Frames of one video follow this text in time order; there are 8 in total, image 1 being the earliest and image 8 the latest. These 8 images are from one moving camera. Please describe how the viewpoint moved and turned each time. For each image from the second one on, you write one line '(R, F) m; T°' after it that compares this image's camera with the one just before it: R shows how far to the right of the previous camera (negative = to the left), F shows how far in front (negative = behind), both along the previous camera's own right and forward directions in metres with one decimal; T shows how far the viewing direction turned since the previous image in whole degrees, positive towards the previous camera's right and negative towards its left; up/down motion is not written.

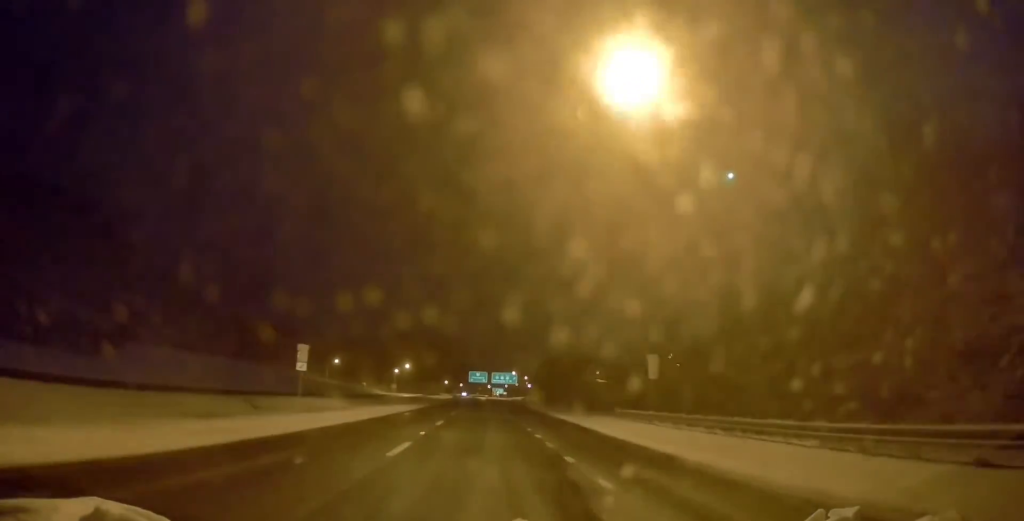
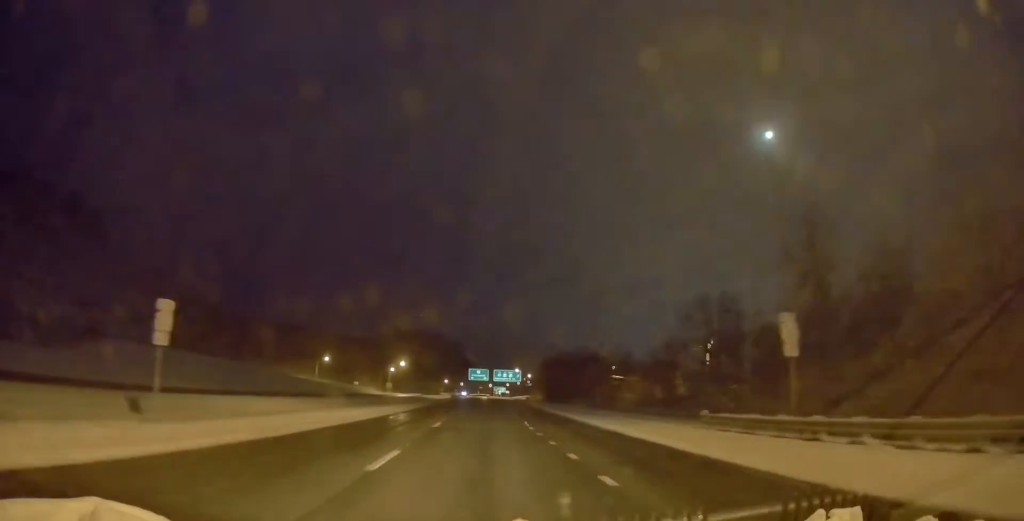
(+0.4, +14.8) m; 0°
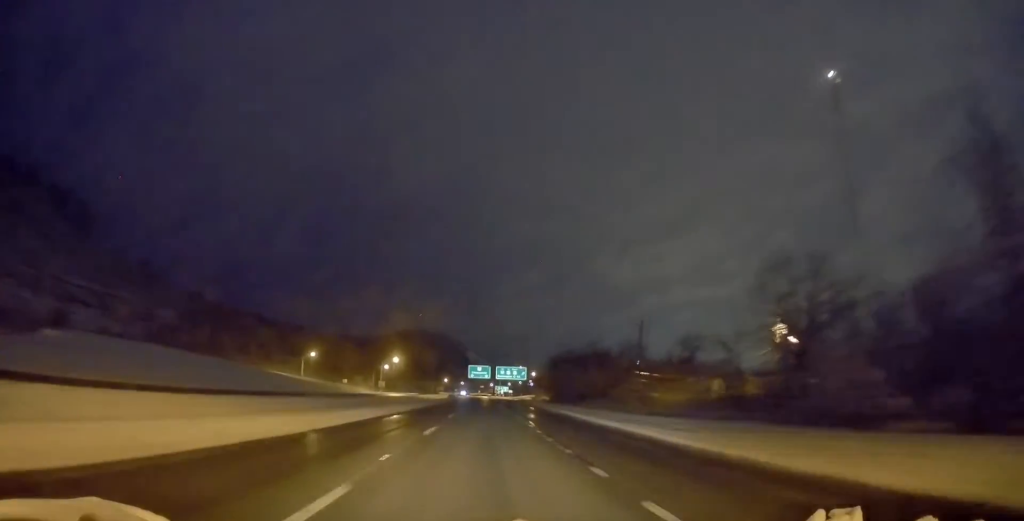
(-0.6, +18.2) m; -1°
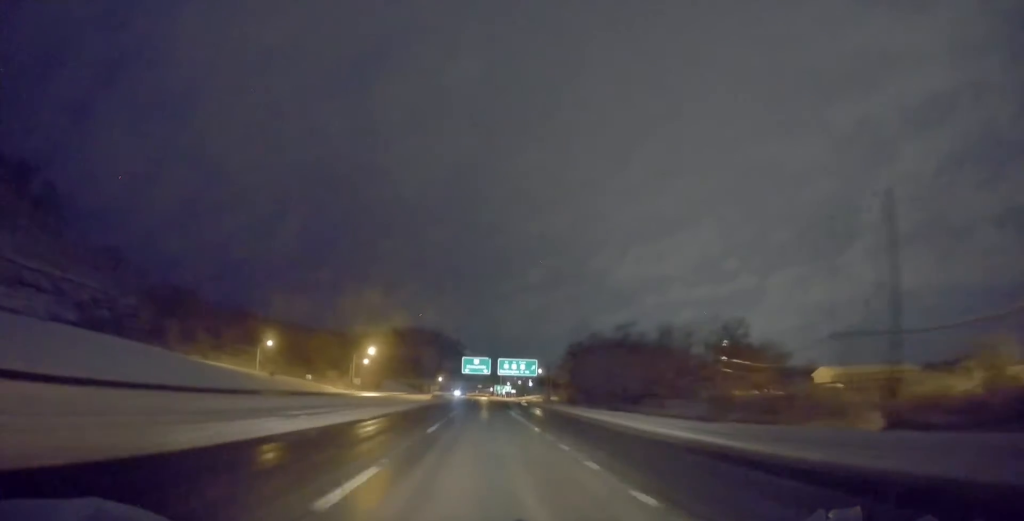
(-0.1, +35.5) m; 0°
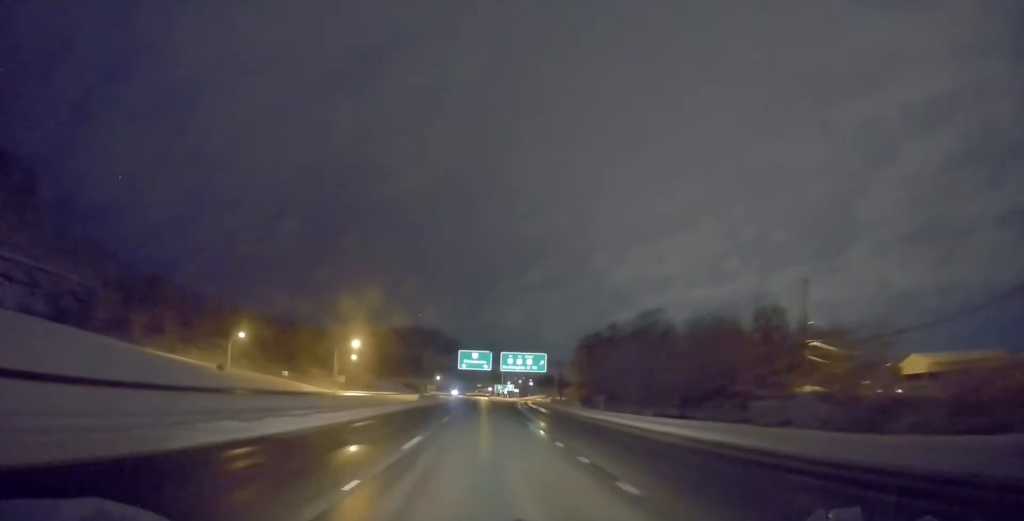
(+0.2, +17.4) m; 0°
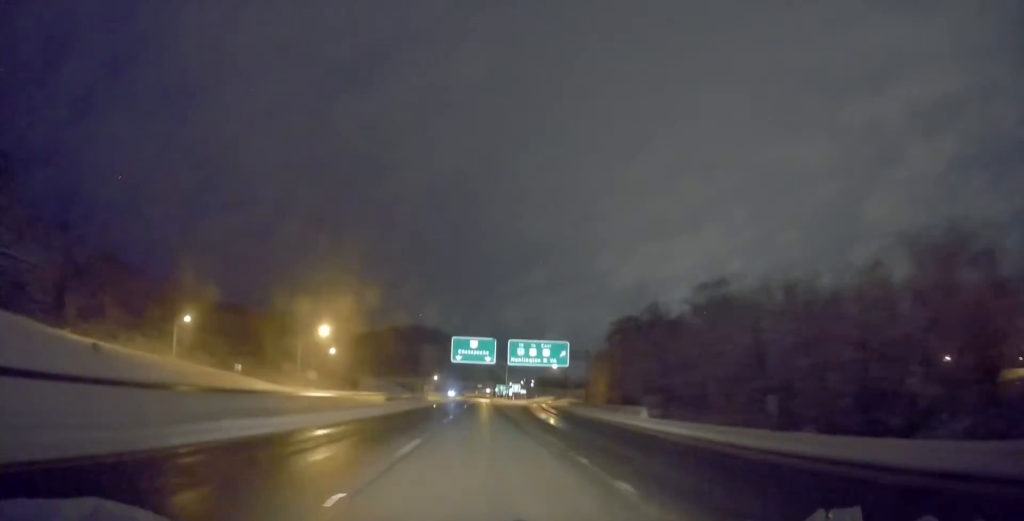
(-0.3, +25.6) m; +1°
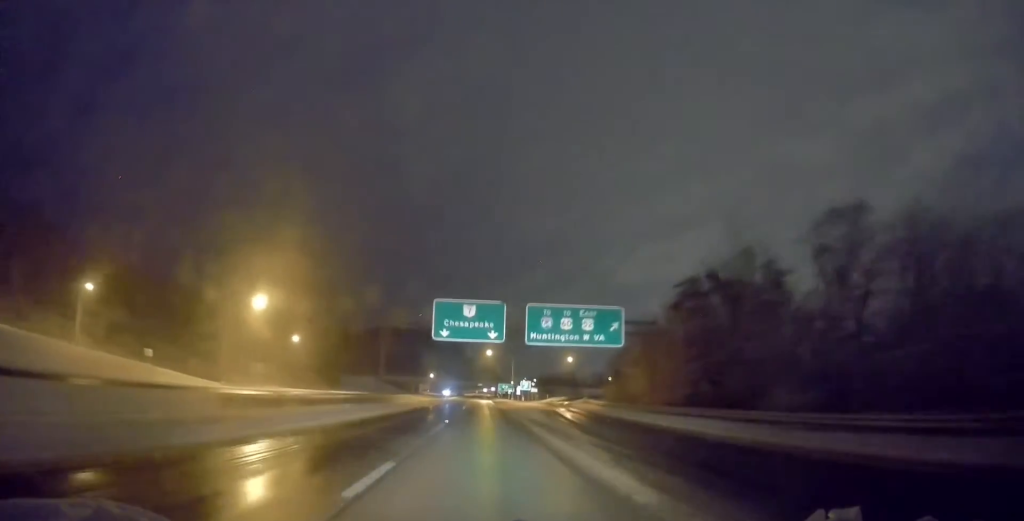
(+0.6, +29.6) m; 0°
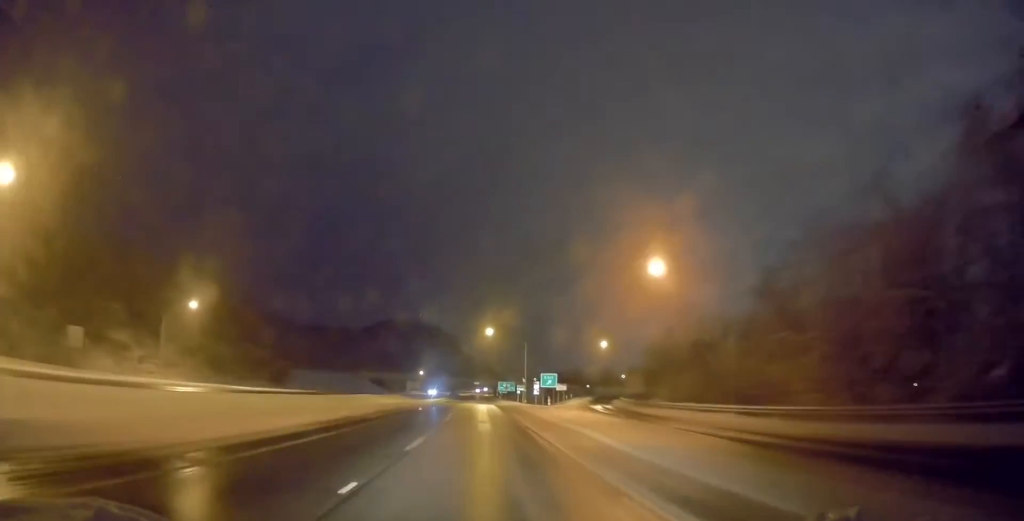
(-0.9, +42.6) m; 0°
